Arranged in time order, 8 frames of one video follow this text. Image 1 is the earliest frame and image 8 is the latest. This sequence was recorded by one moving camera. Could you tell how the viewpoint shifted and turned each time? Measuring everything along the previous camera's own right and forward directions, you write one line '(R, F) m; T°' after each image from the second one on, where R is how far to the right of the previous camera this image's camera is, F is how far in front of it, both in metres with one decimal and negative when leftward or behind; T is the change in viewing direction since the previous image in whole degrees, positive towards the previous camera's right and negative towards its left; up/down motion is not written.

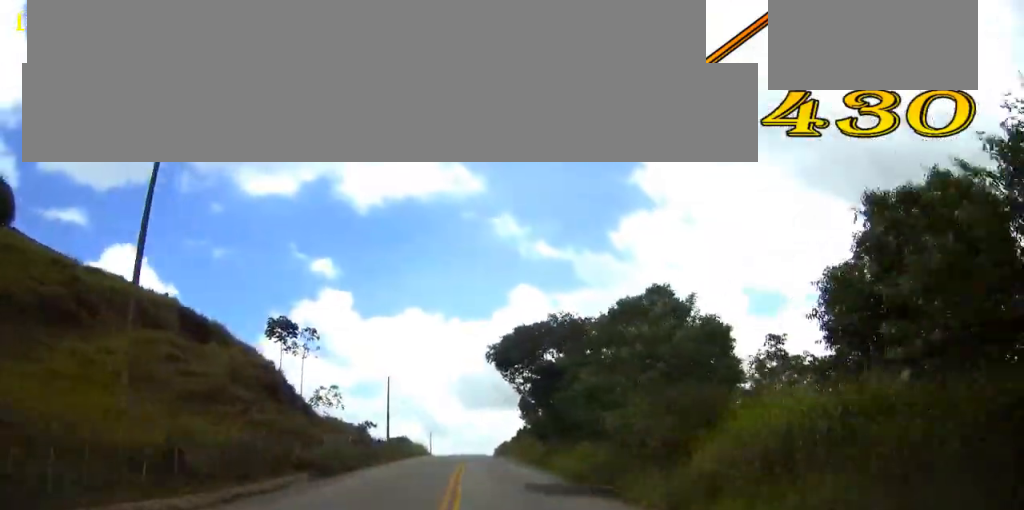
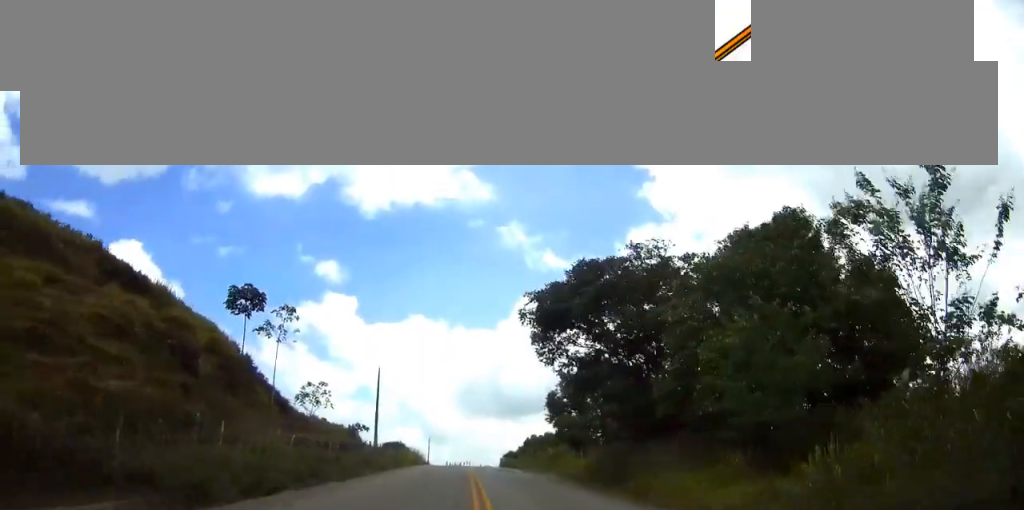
(0.0, +15.2) m; +1°
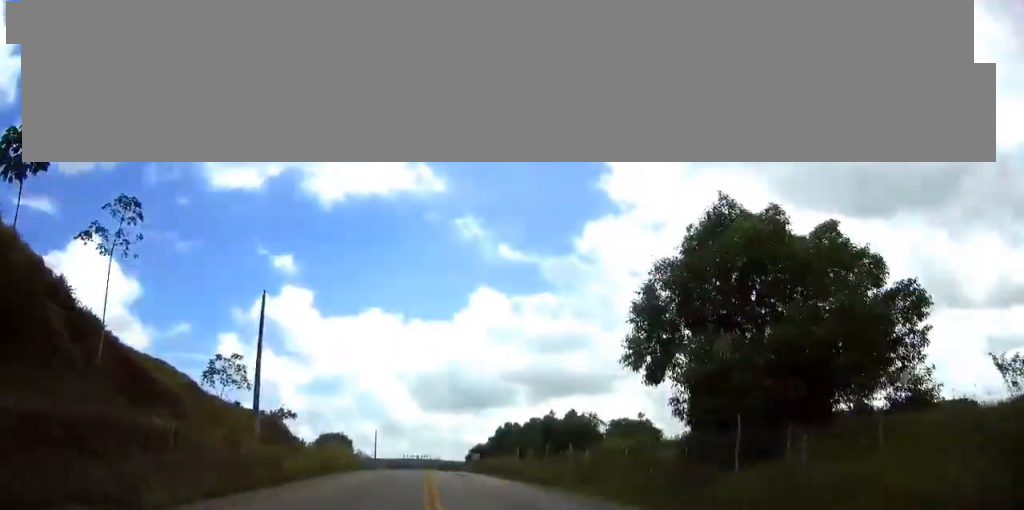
(+0.9, +30.1) m; +2°
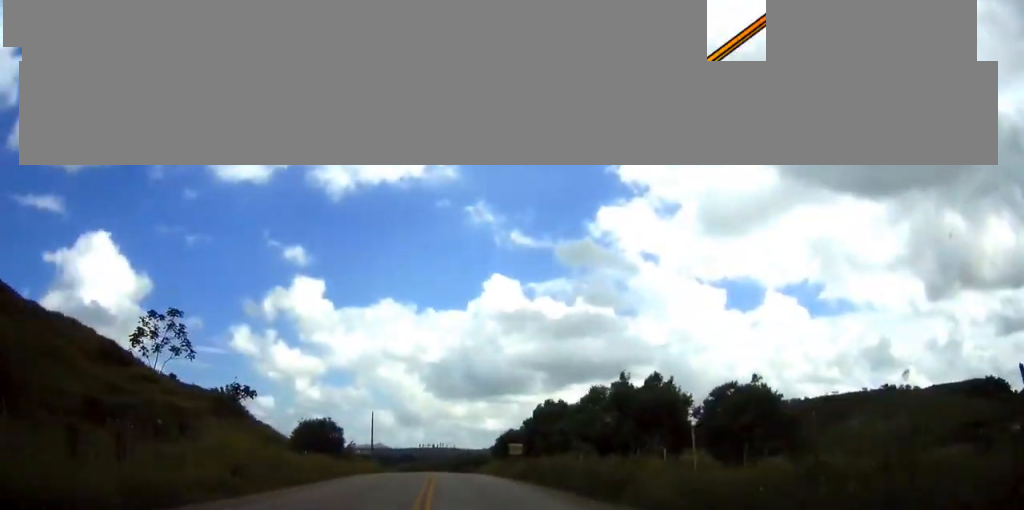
(+0.1, +28.4) m; 0°
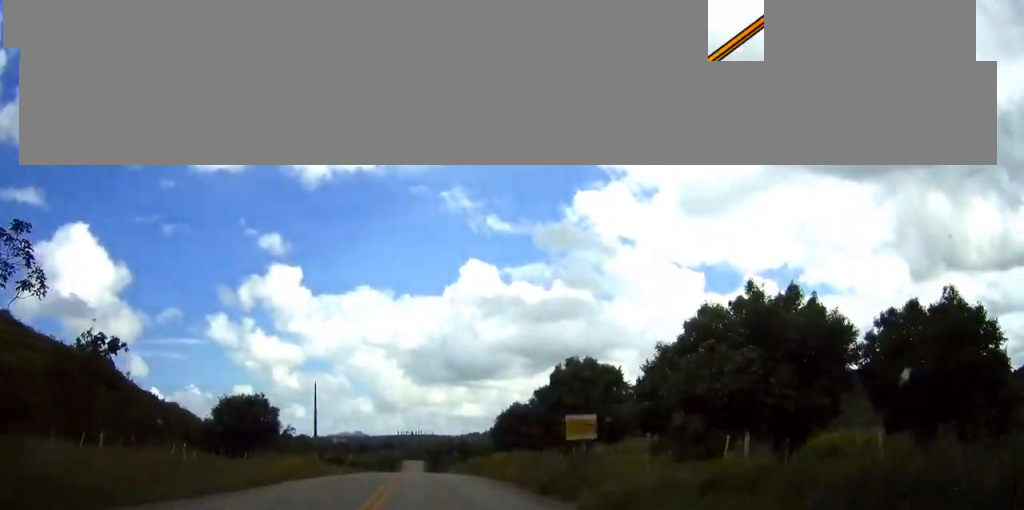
(-0.1, +27.1) m; 0°
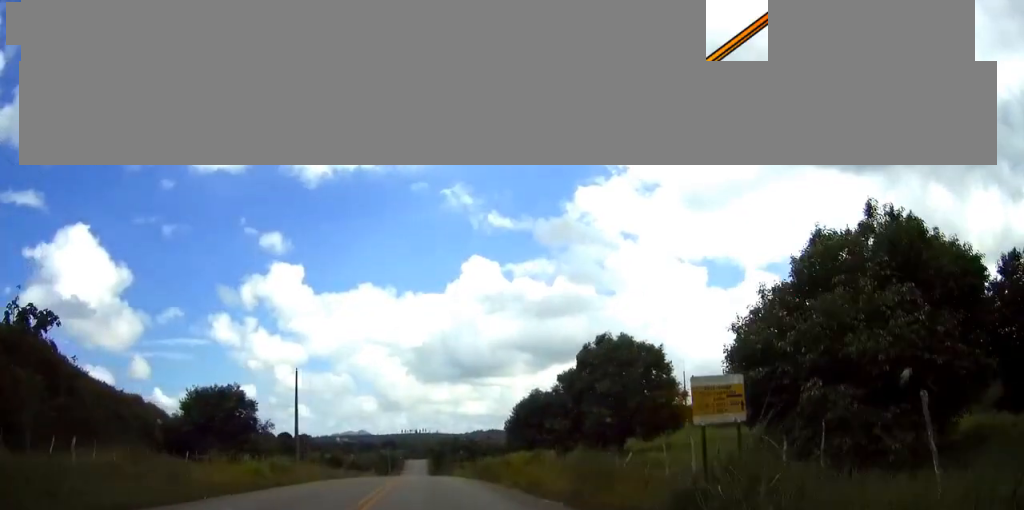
(0.0, +9.7) m; 0°
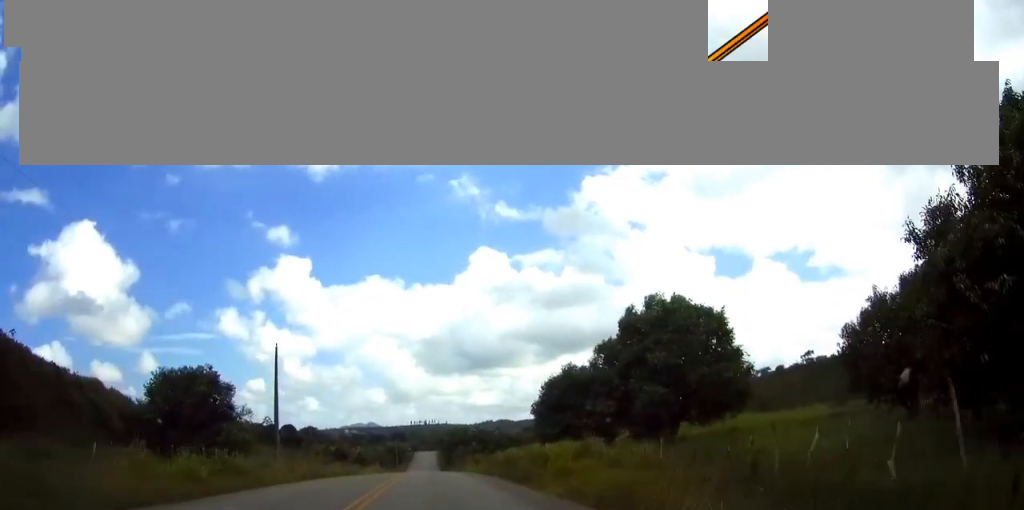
(0.0, +9.2) m; 0°
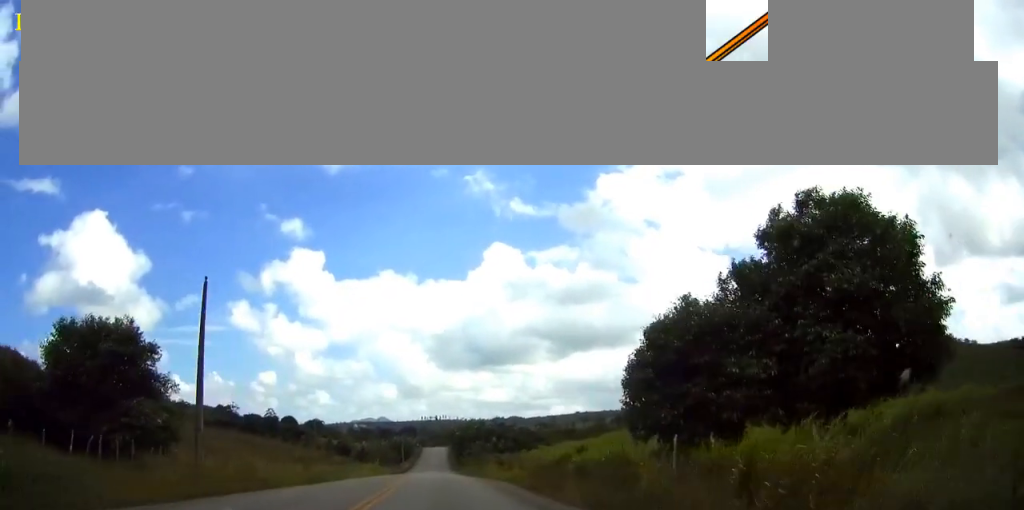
(0.0, +15.9) m; 0°
